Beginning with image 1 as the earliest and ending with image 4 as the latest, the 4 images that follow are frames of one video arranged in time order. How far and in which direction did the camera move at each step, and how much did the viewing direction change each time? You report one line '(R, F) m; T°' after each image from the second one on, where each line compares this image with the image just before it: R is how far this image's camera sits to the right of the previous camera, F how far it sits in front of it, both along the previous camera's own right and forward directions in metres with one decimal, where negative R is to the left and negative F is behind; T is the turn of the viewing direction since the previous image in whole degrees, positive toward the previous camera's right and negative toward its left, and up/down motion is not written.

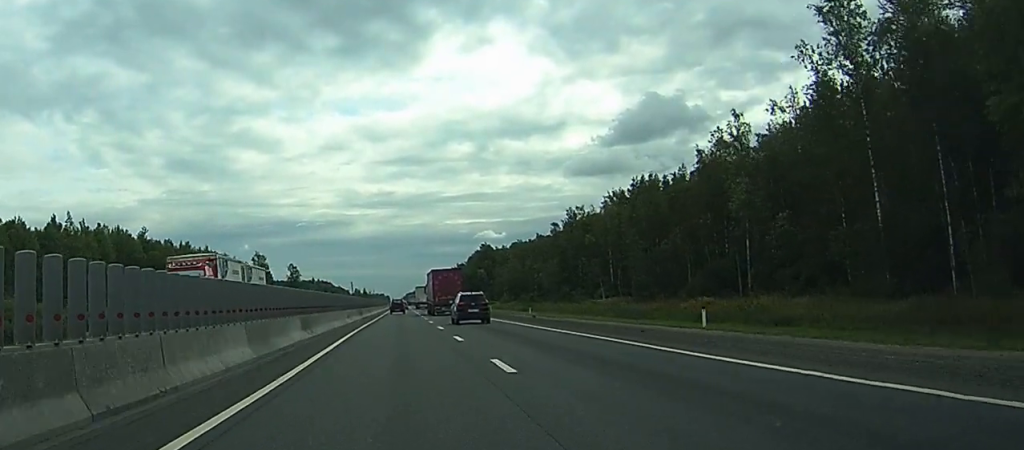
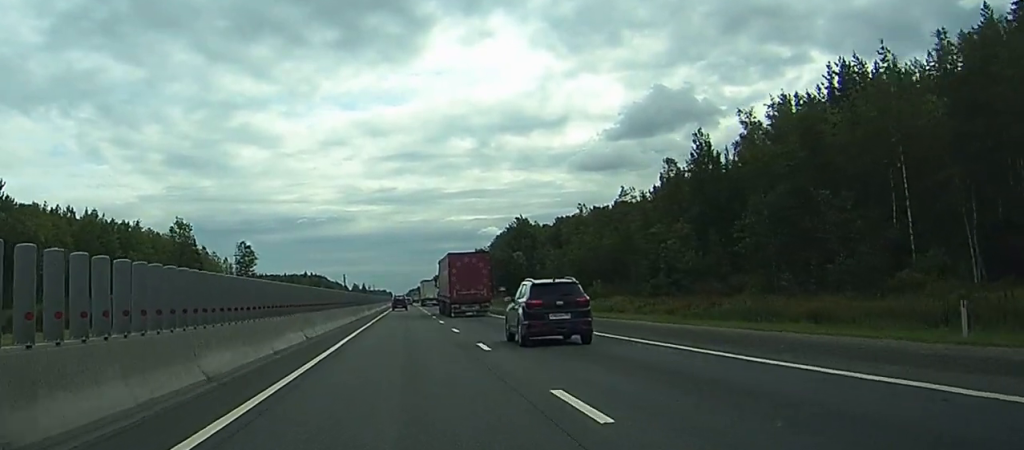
(-0.4, +89.3) m; 0°
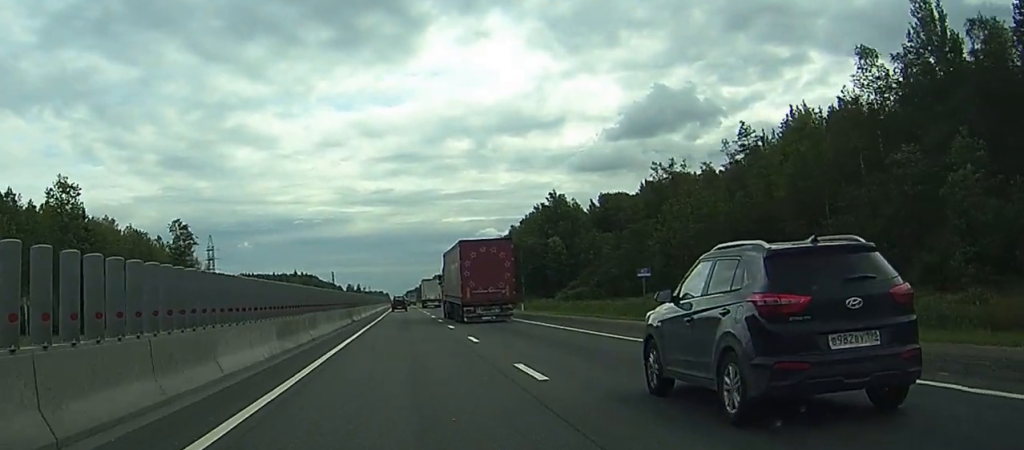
(+0.4, +55.0) m; +1°
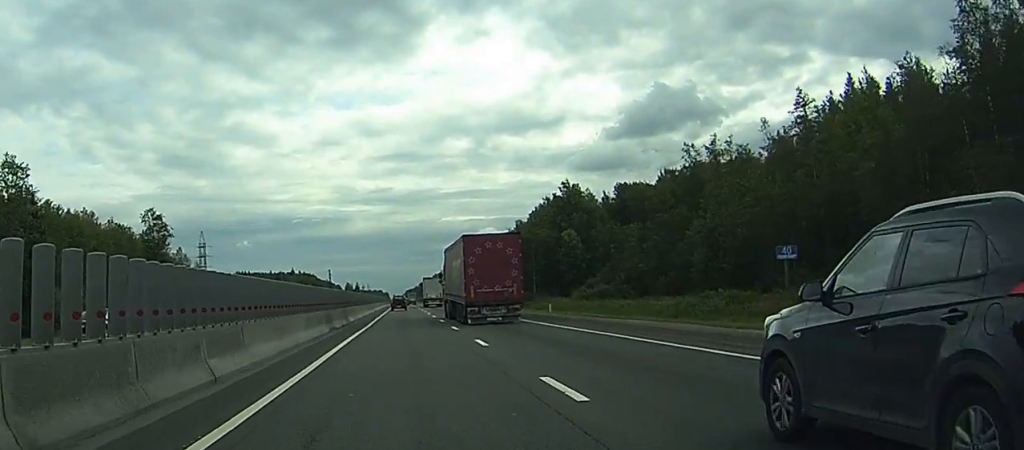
(0.0, +14.7) m; 0°
